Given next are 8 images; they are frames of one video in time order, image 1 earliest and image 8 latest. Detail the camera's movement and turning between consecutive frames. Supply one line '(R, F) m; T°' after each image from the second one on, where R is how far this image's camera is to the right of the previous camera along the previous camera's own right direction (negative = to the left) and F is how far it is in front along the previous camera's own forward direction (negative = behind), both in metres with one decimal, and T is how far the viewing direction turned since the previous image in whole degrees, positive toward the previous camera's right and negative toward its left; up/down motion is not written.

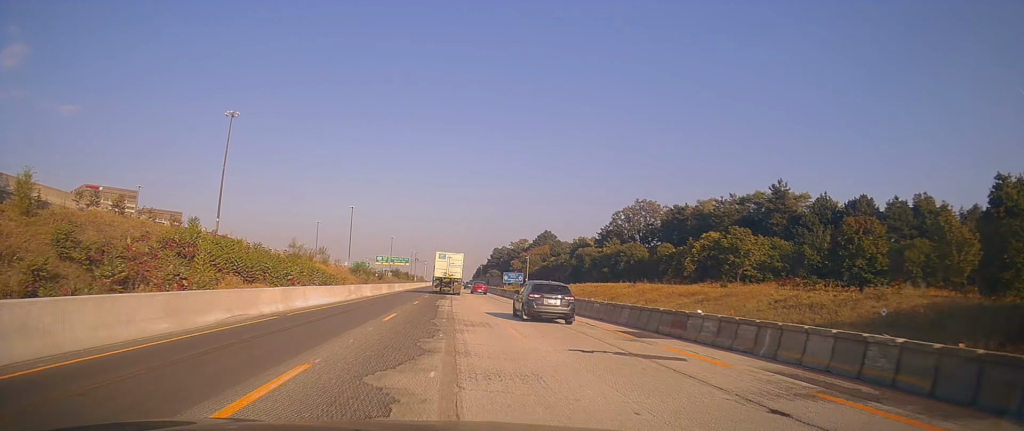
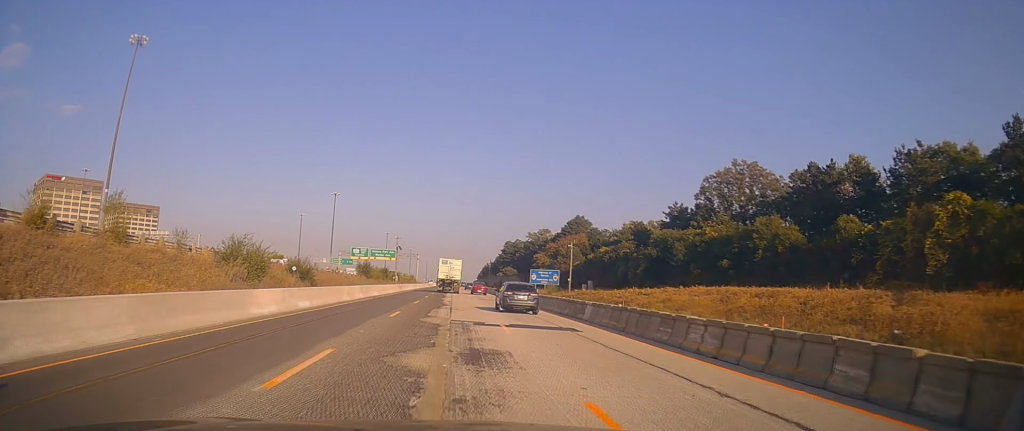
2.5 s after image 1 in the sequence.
(+1.0, +46.1) m; +1°
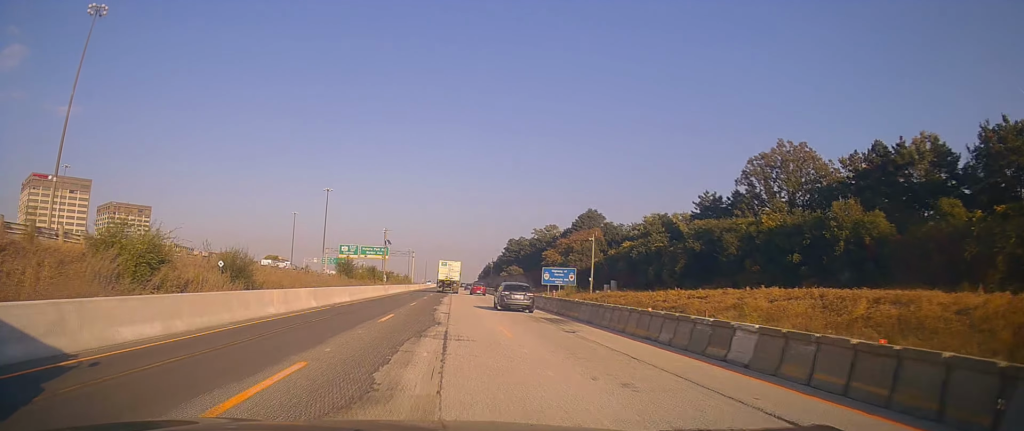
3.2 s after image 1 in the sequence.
(-0.2, +13.2) m; -1°
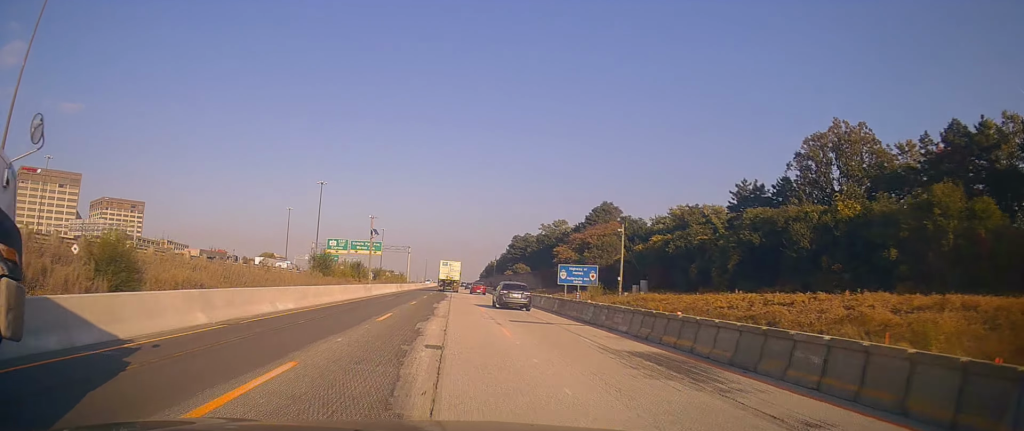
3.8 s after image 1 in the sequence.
(0.0, +12.2) m; +1°
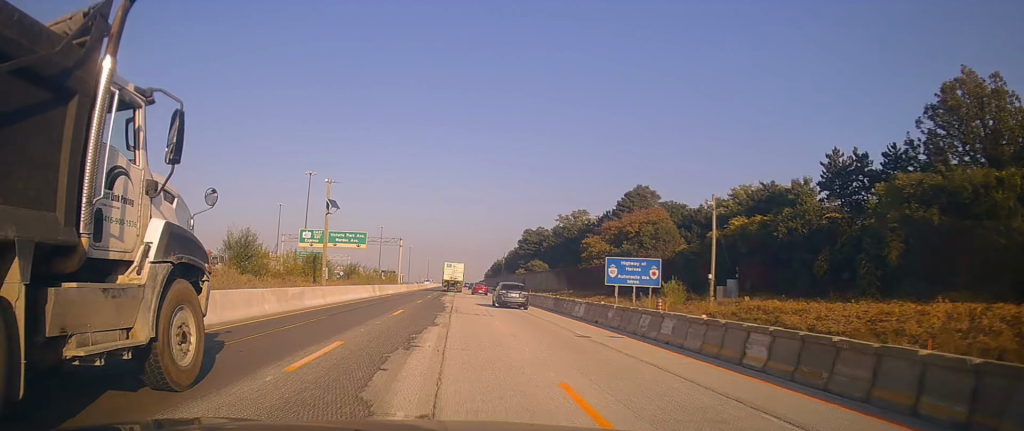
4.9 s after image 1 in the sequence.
(+0.5, +21.2) m; +1°
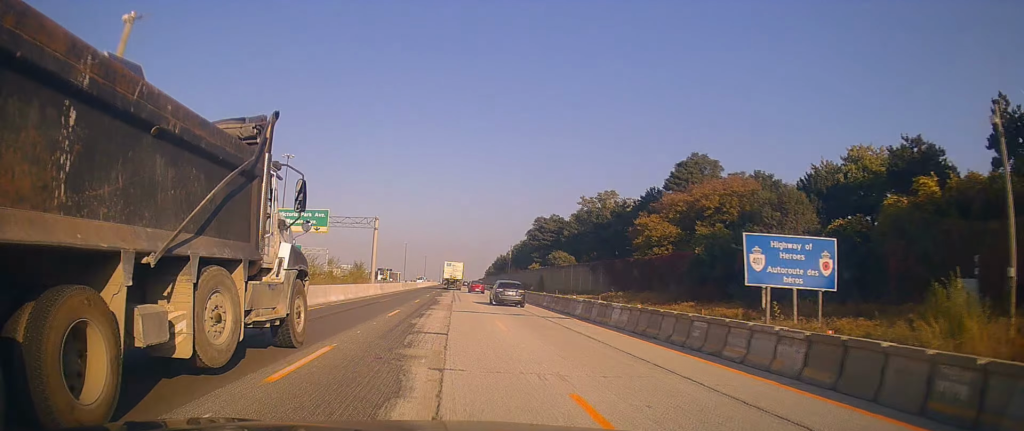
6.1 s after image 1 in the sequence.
(-0.4, +25.0) m; 0°
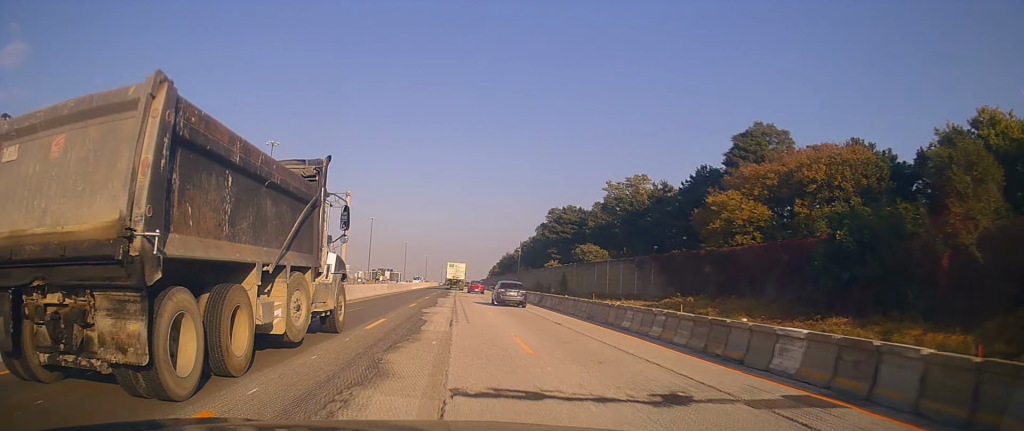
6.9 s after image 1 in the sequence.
(+0.4, +17.1) m; 0°
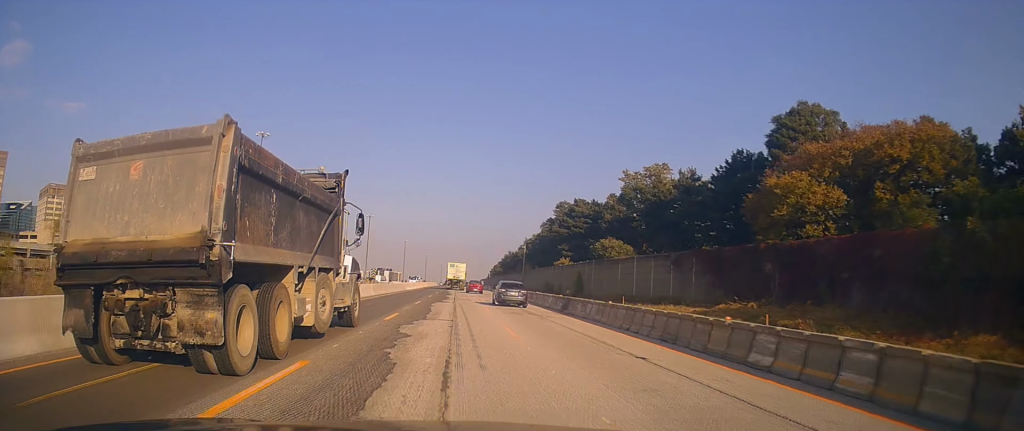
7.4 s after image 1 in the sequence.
(-0.1, +9.0) m; 0°
